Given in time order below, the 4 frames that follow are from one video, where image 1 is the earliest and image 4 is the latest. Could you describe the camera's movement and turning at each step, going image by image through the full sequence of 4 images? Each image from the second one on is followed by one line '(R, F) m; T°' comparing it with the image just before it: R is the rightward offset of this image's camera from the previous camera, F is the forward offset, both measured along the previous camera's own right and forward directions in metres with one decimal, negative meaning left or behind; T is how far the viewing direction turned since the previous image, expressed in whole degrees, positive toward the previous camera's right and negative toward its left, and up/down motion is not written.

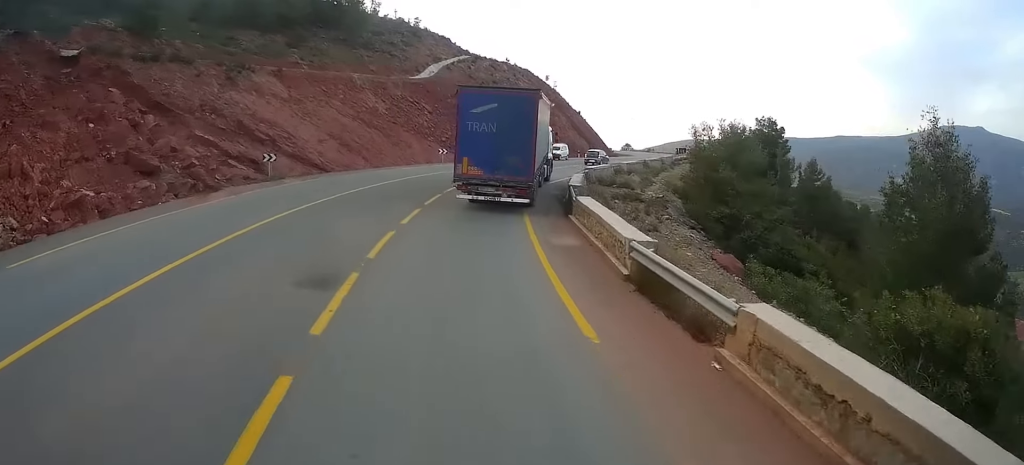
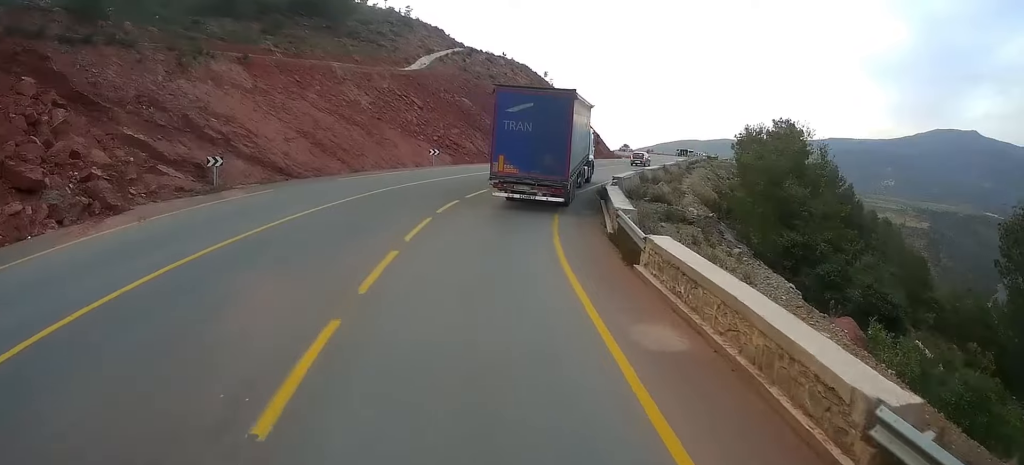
(+0.4, +7.7) m; +4°
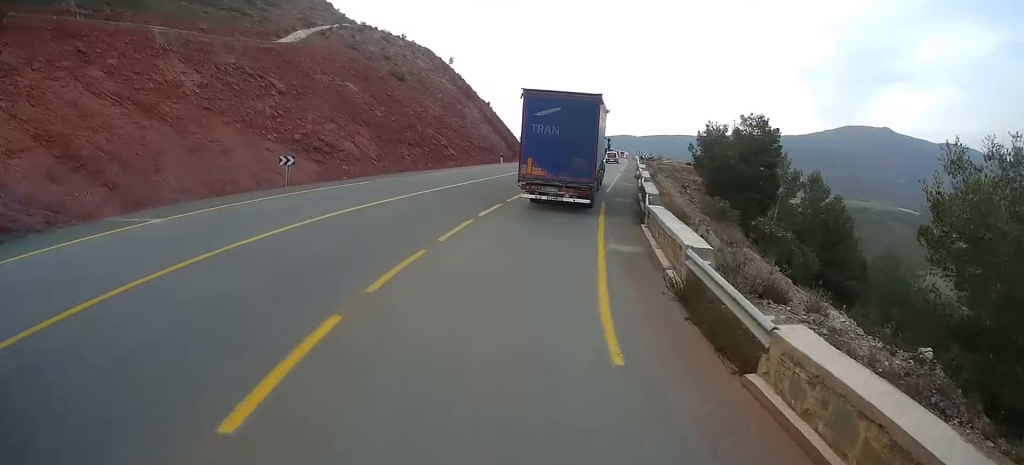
(+0.9, +19.6) m; +5°
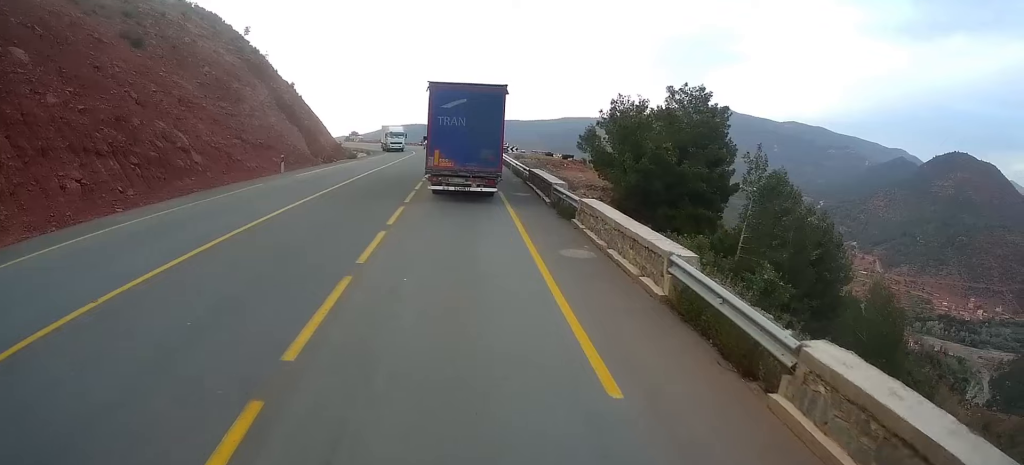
(+4.0, +26.8) m; +15°
